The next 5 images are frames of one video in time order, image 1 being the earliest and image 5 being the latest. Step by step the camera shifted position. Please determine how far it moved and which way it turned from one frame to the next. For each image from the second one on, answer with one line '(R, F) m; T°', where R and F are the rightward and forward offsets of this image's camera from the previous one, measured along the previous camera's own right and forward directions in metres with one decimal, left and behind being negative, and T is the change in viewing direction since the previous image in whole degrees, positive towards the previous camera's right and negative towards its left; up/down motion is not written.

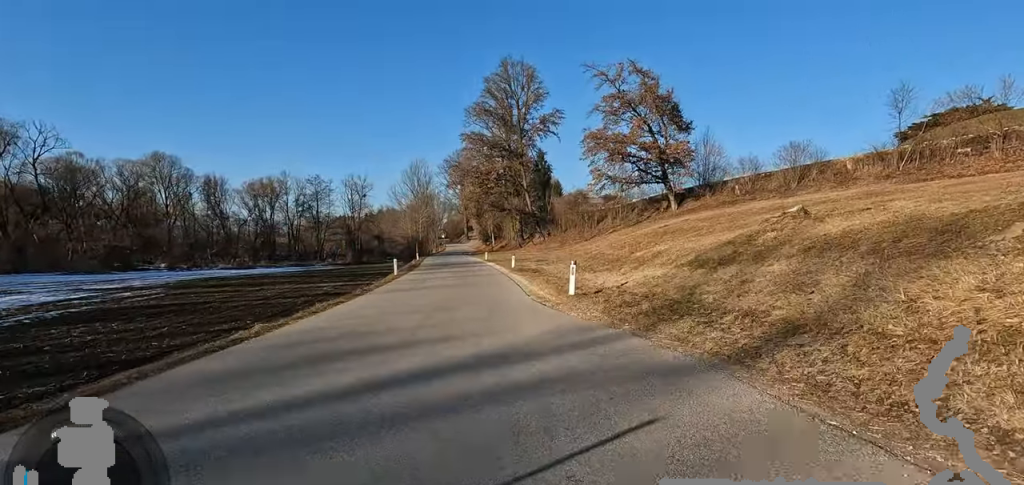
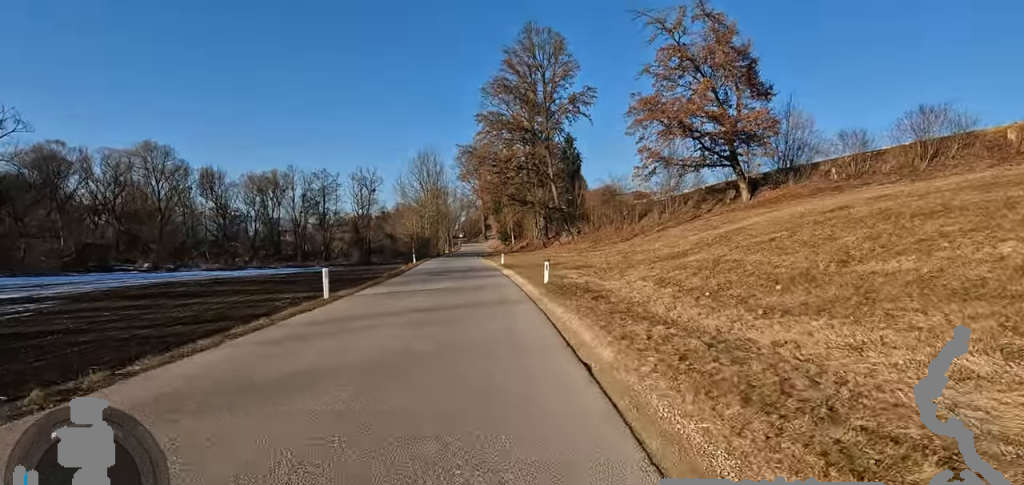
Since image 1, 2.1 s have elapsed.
(+0.3, +11.5) m; 0°
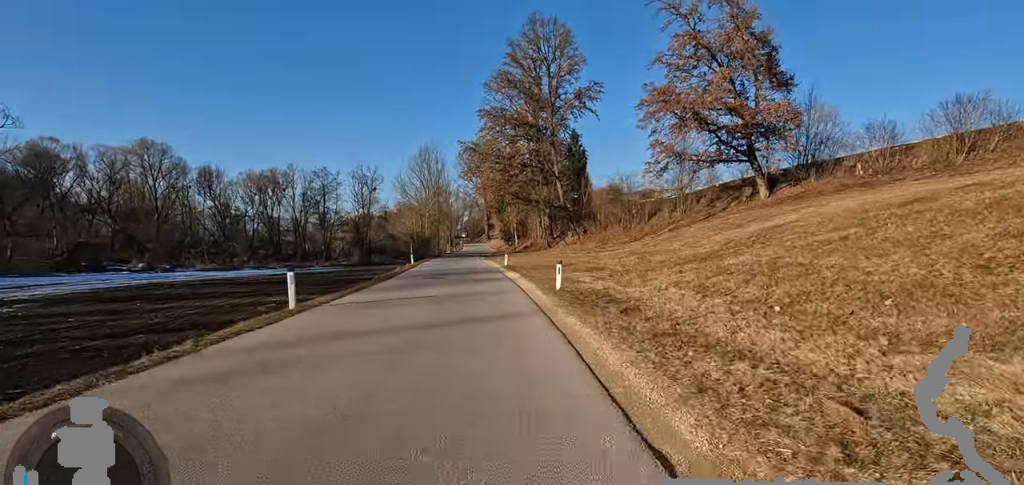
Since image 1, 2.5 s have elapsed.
(+0.3, +2.3) m; -1°
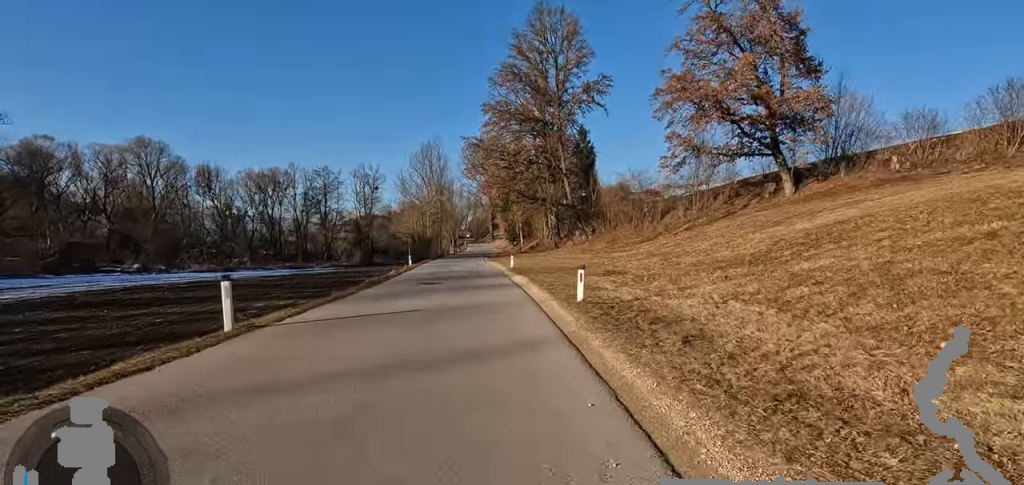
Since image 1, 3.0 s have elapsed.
(-0.5, +2.5) m; 0°
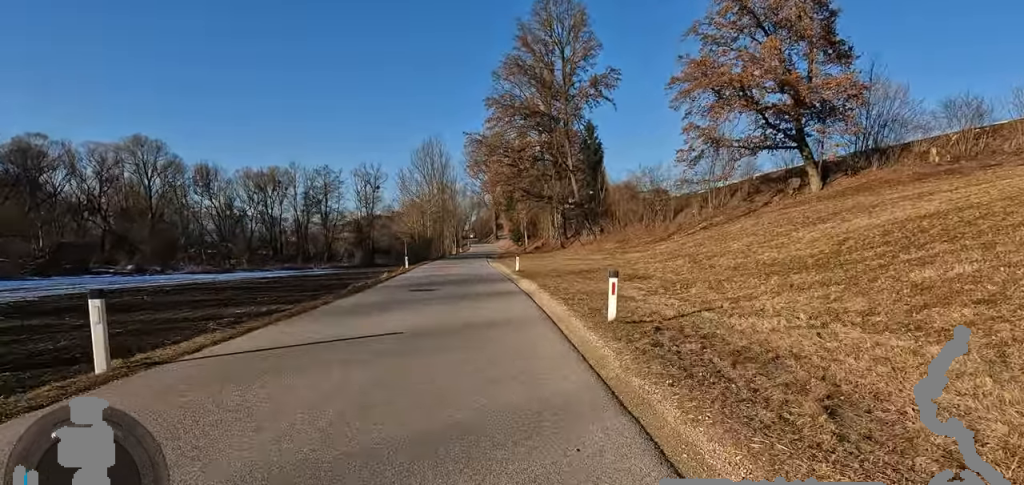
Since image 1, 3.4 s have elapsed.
(-0.5, +2.4) m; 0°
